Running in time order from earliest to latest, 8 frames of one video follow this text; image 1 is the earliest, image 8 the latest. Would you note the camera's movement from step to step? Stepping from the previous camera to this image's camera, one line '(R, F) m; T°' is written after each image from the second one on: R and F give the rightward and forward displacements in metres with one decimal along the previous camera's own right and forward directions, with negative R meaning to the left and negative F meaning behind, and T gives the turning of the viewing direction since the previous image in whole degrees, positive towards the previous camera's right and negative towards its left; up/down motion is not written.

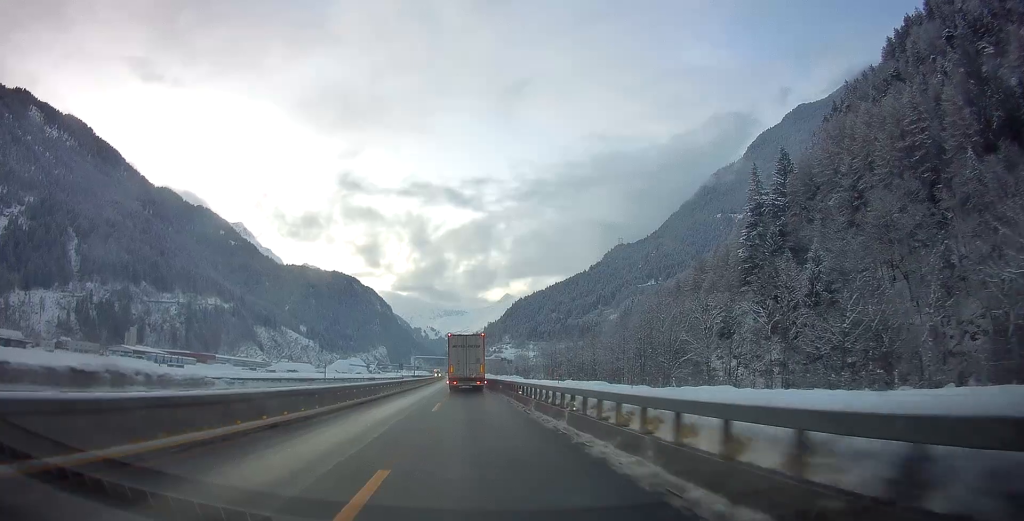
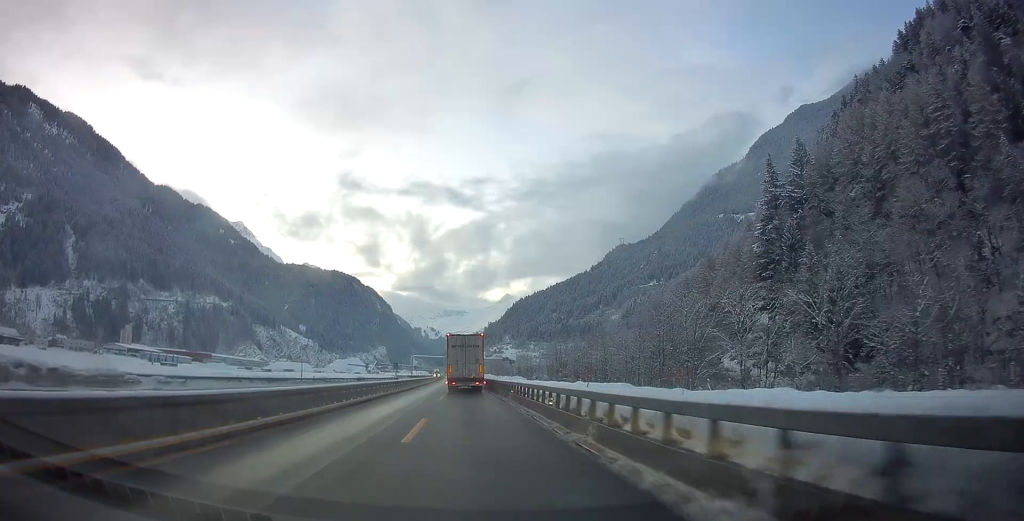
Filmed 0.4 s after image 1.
(0.0, +8.8) m; 0°
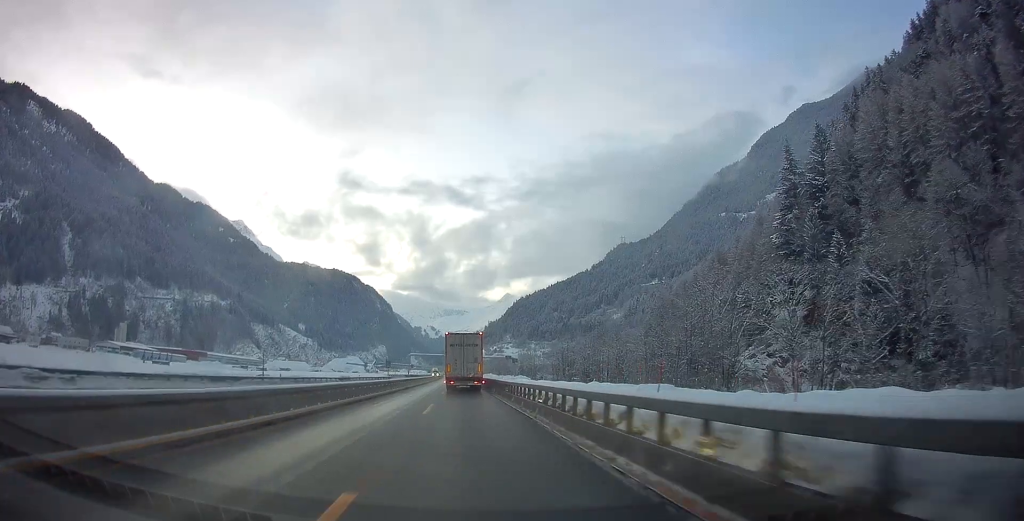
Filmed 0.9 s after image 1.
(0.0, +10.9) m; 0°
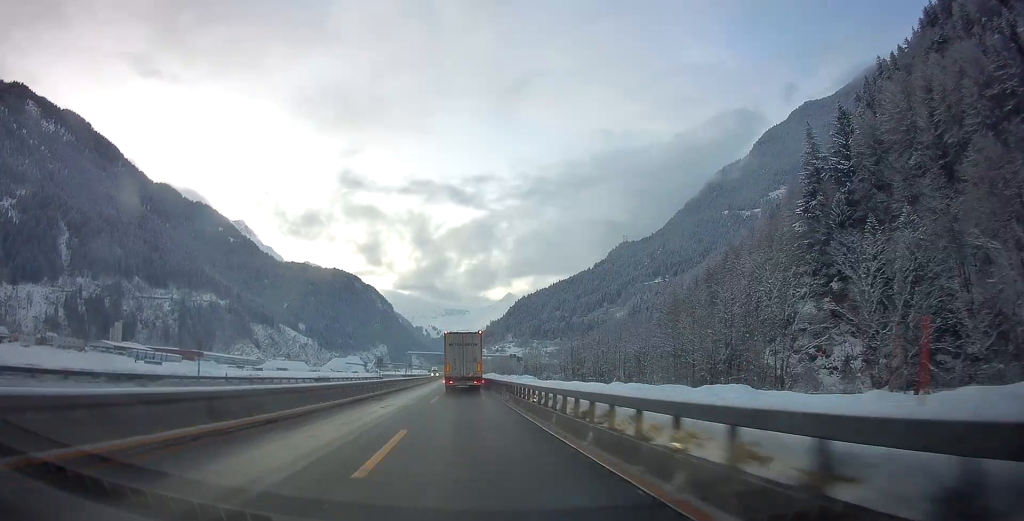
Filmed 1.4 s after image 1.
(0.0, +10.9) m; 0°
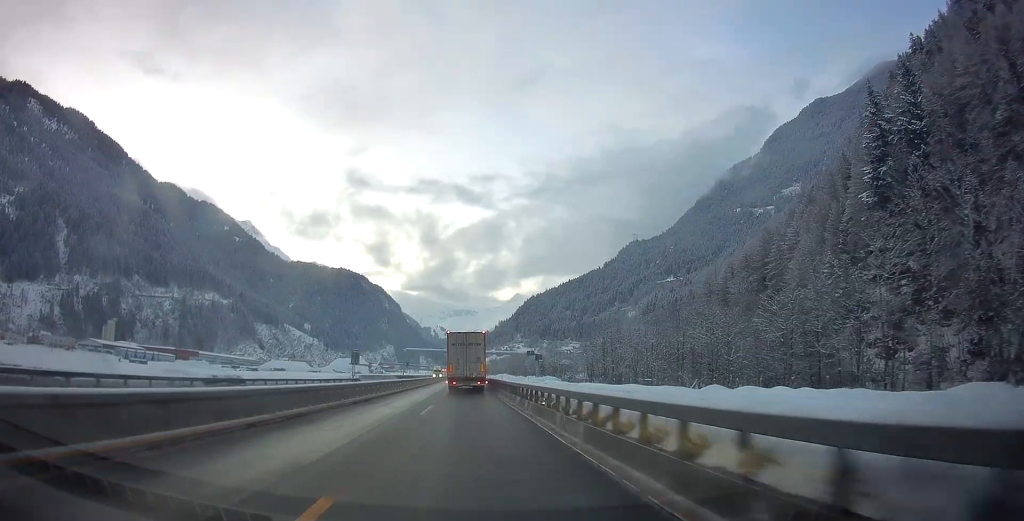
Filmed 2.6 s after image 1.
(0.0, +25.1) m; 0°
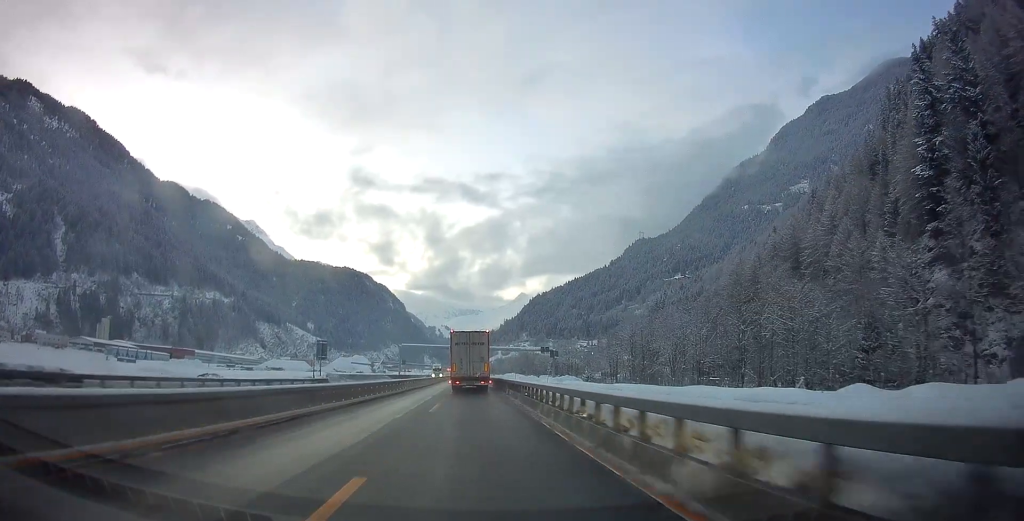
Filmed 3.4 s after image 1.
(0.0, +17.1) m; 0°
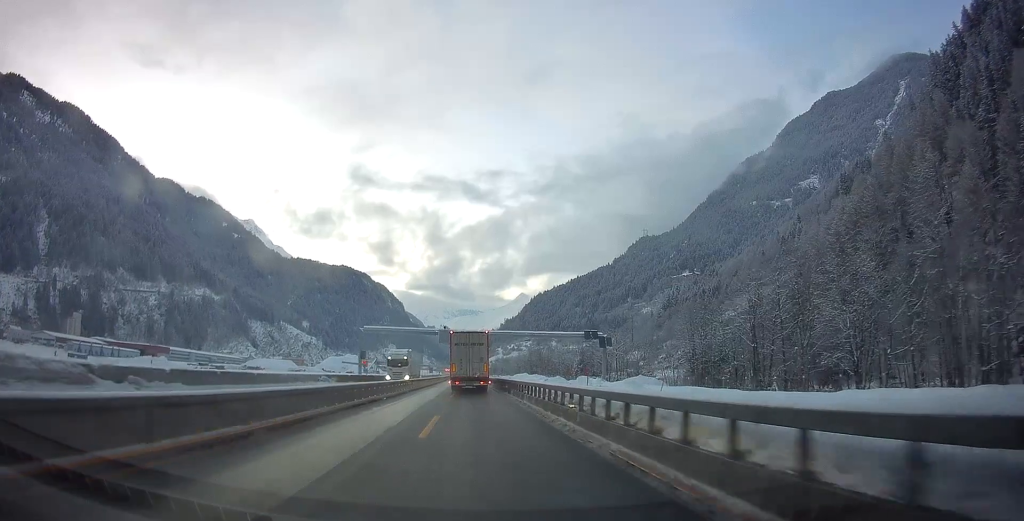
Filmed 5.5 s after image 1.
(-0.8, +44.1) m; -1°
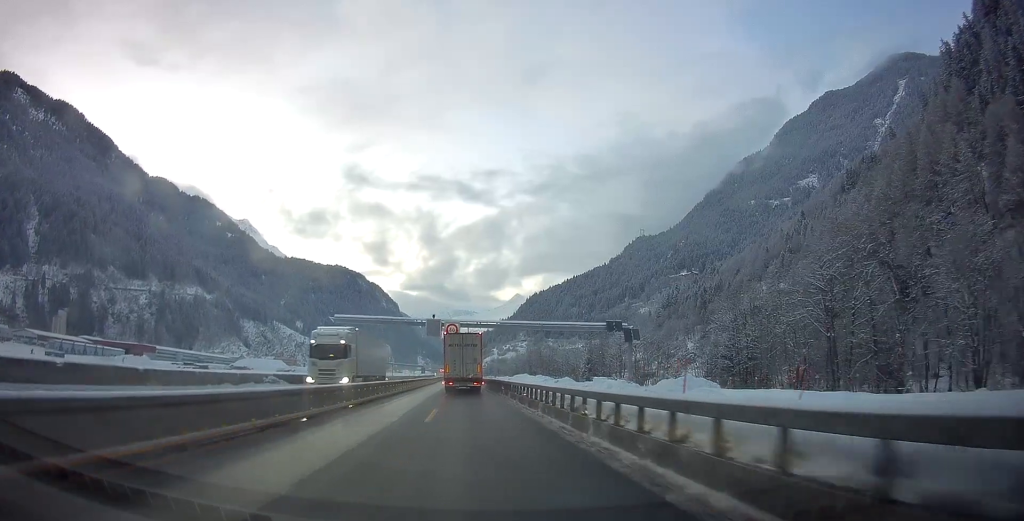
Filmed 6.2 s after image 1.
(+0.2, +14.7) m; +1°
